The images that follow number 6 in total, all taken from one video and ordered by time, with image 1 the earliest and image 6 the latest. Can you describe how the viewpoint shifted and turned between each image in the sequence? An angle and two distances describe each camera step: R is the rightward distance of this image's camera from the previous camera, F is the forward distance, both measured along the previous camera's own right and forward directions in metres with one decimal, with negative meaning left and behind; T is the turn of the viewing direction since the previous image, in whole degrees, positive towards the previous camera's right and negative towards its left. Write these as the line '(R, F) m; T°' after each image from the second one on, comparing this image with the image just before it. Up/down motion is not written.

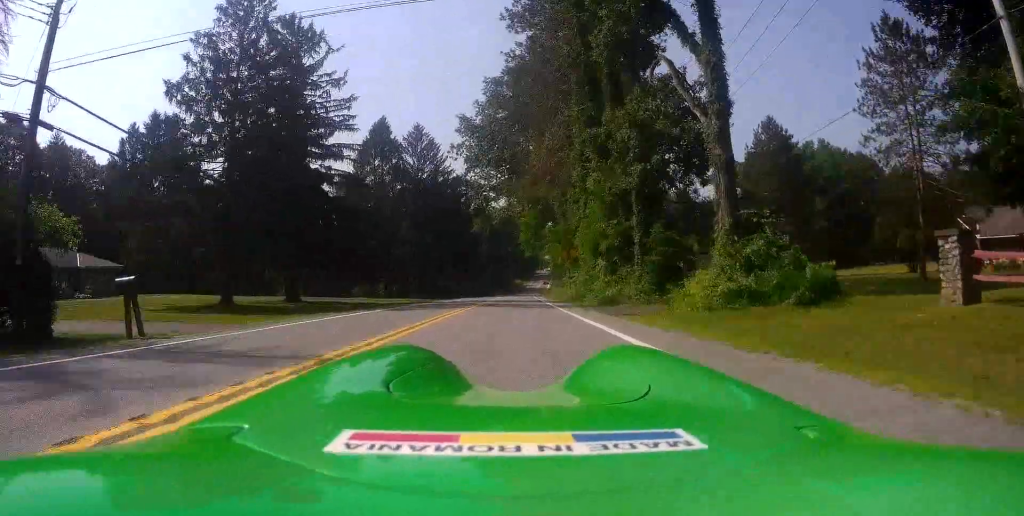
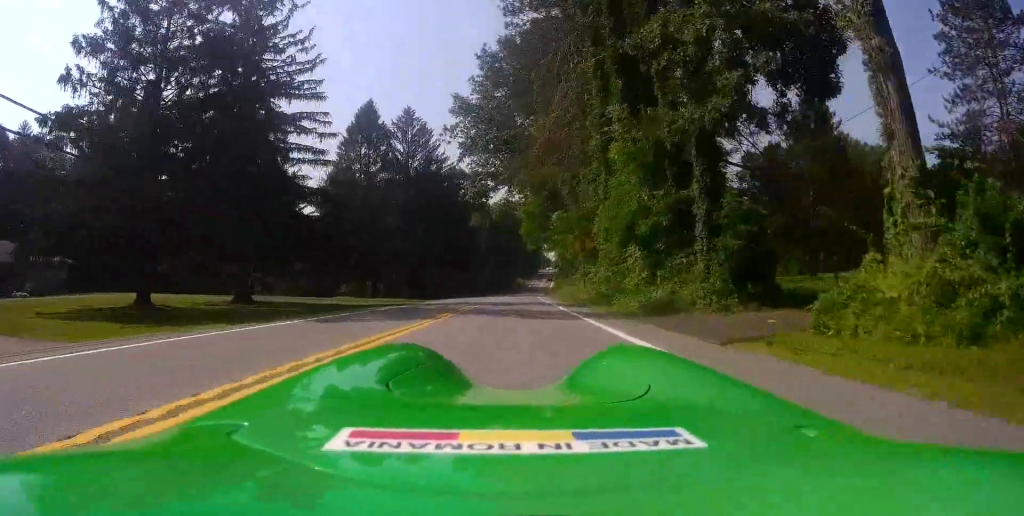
(0.0, +8.8) m; 0°
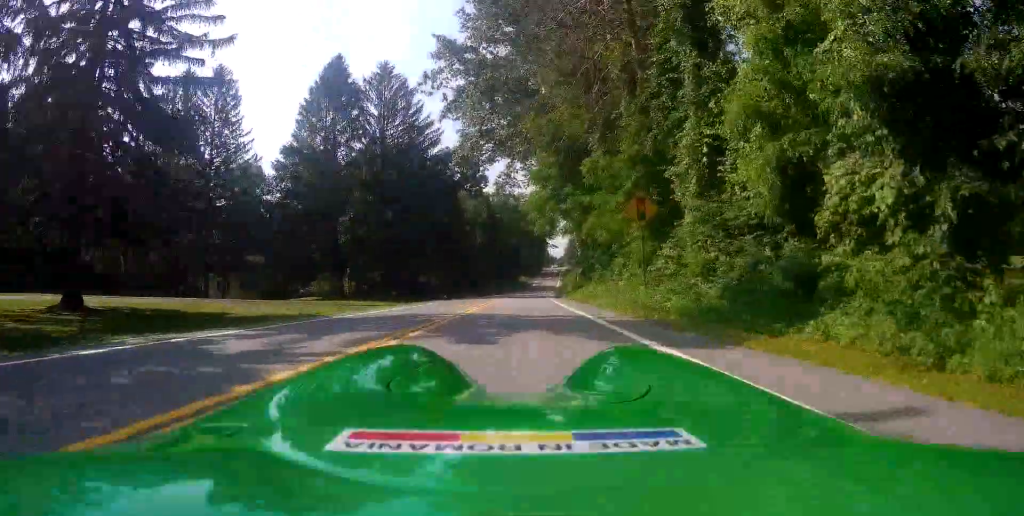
(0.0, +15.7) m; -1°
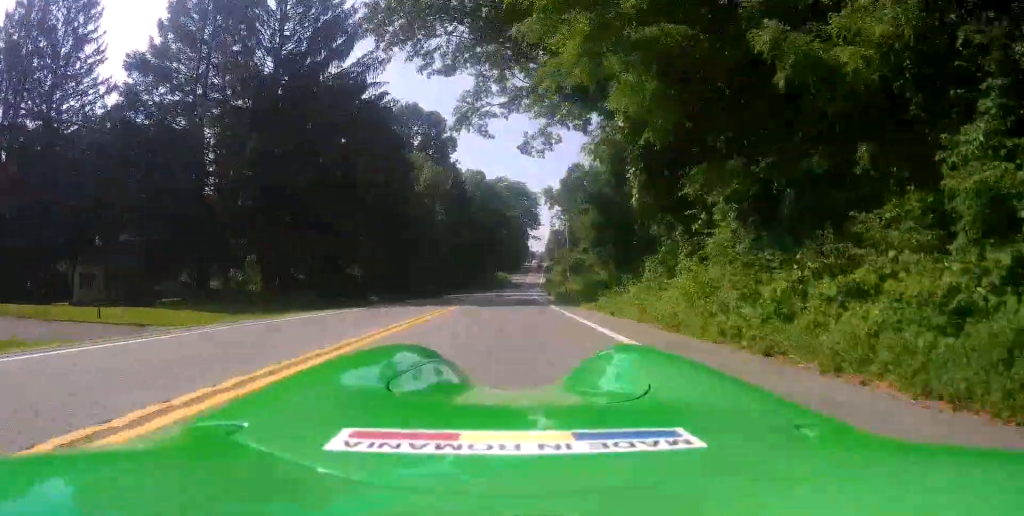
(-0.8, +24.9) m; -4°
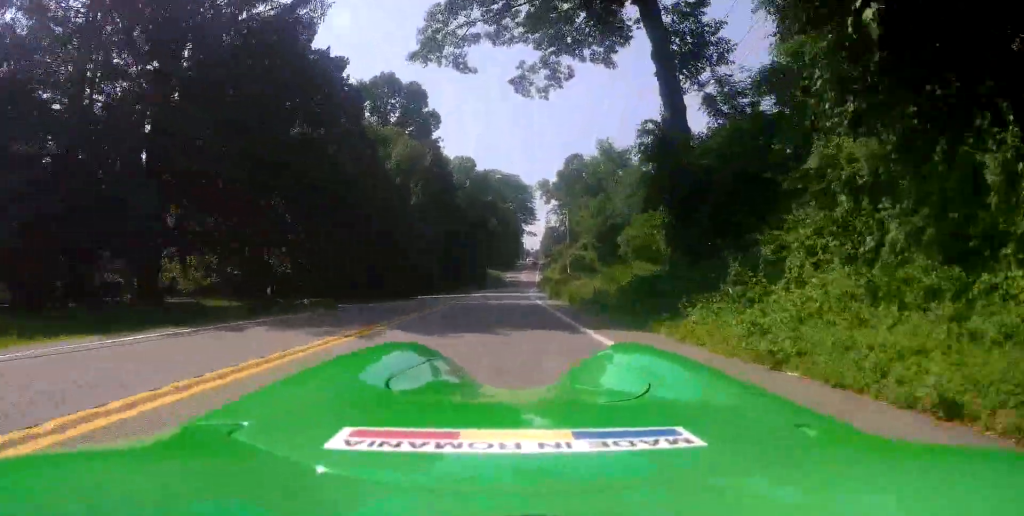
(0.0, +12.4) m; 0°
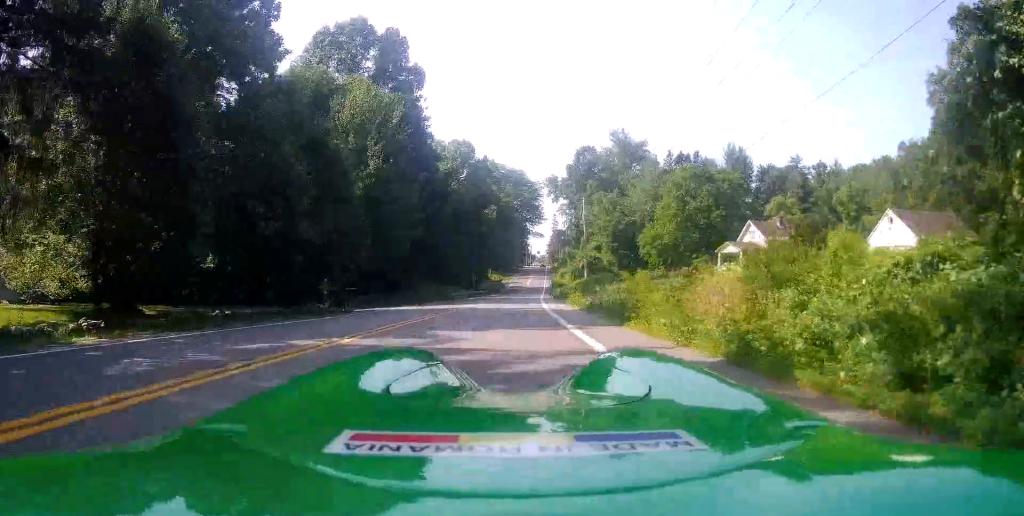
(0.0, +16.0) m; +6°
